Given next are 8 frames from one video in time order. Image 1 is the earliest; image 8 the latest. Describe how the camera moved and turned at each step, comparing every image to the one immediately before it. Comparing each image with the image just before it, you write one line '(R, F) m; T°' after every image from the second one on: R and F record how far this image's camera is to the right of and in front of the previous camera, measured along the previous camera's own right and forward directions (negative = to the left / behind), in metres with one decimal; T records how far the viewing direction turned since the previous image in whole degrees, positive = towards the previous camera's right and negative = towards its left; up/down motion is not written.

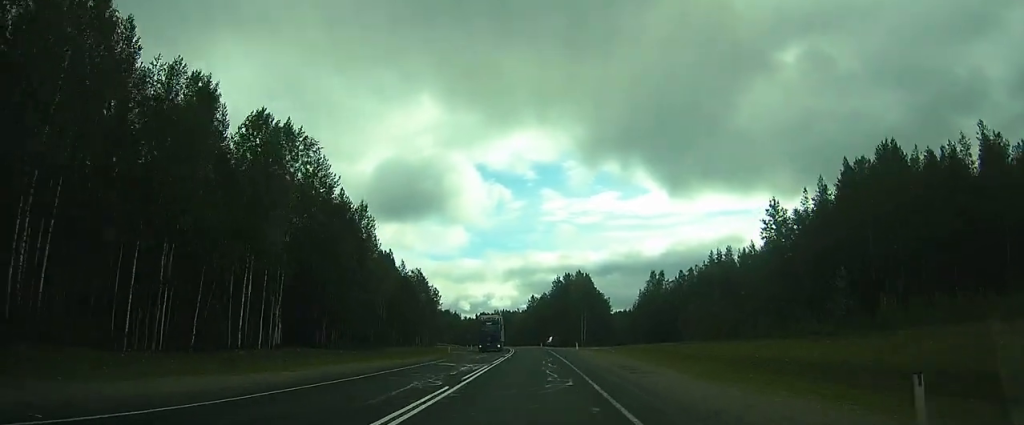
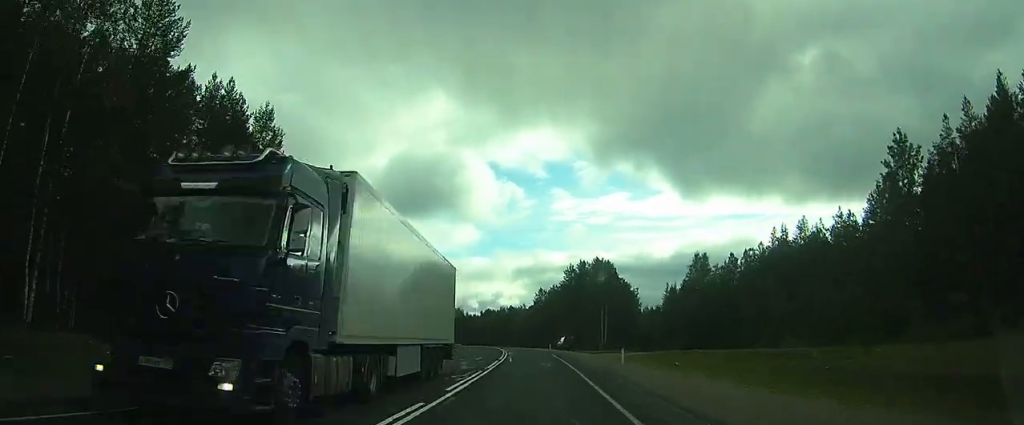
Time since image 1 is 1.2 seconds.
(-1.3, +26.8) m; -3°
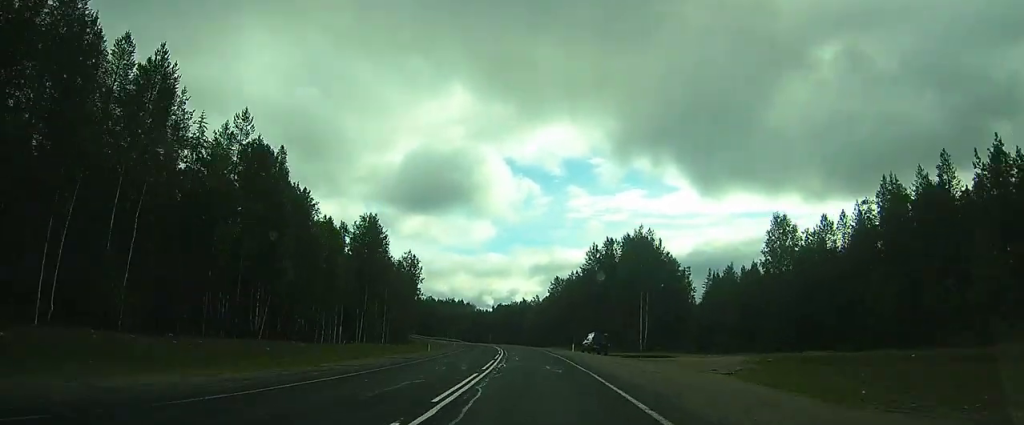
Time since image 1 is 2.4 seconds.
(0.0, +25.1) m; 0°
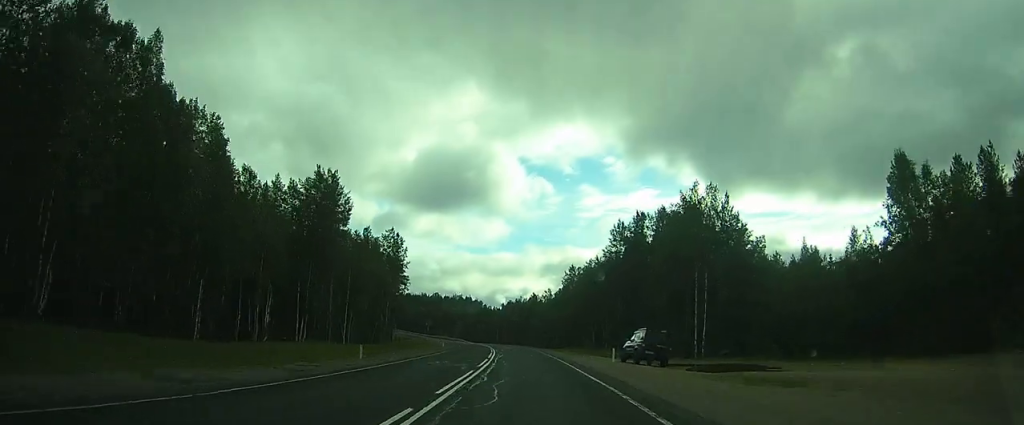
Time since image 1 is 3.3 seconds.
(0.0, +20.2) m; 0°
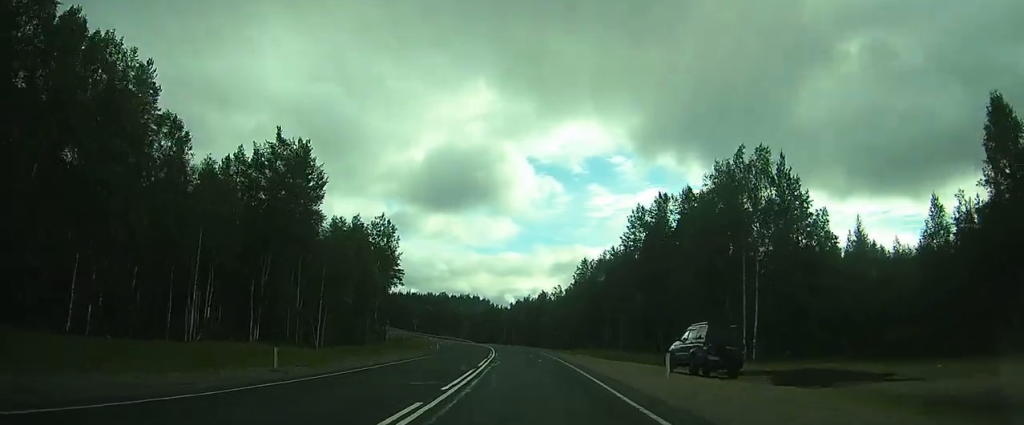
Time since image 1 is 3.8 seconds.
(0.0, +9.7) m; 0°
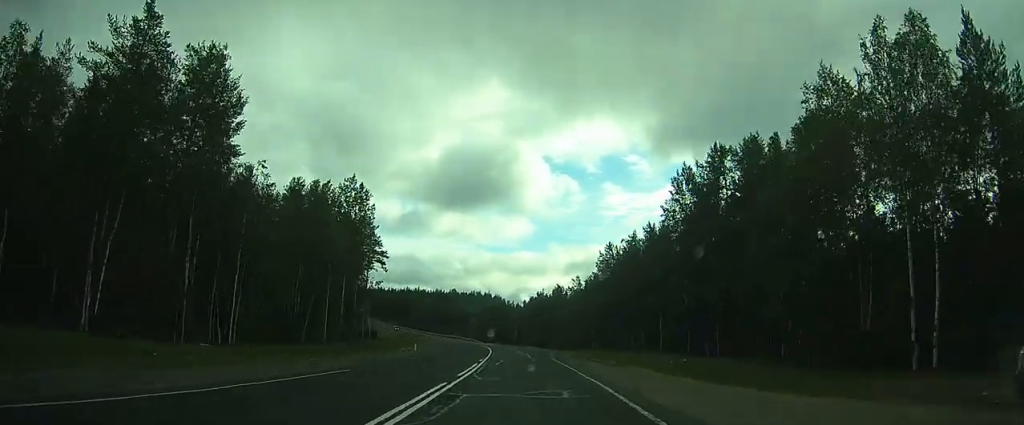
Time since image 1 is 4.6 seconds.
(0.0, +17.2) m; 0°
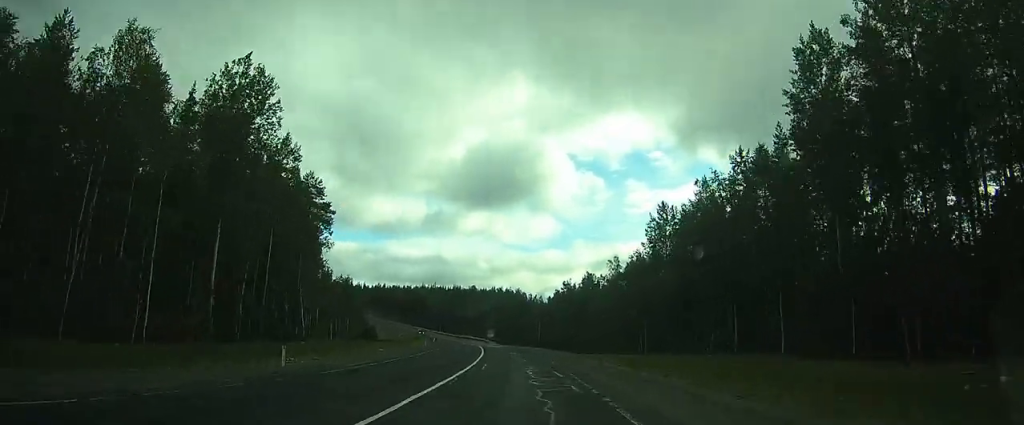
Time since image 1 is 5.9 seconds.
(0.0, +26.3) m; -1°
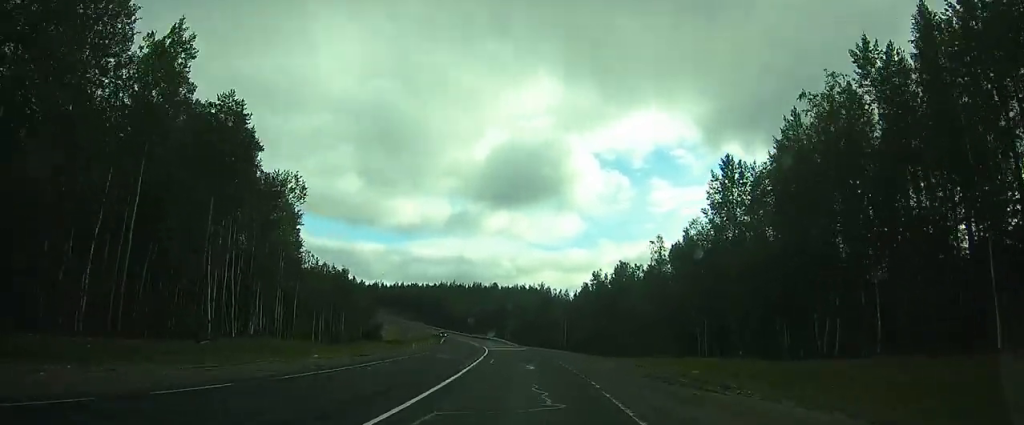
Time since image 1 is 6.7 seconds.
(-0.2, +16.8) m; -3°
